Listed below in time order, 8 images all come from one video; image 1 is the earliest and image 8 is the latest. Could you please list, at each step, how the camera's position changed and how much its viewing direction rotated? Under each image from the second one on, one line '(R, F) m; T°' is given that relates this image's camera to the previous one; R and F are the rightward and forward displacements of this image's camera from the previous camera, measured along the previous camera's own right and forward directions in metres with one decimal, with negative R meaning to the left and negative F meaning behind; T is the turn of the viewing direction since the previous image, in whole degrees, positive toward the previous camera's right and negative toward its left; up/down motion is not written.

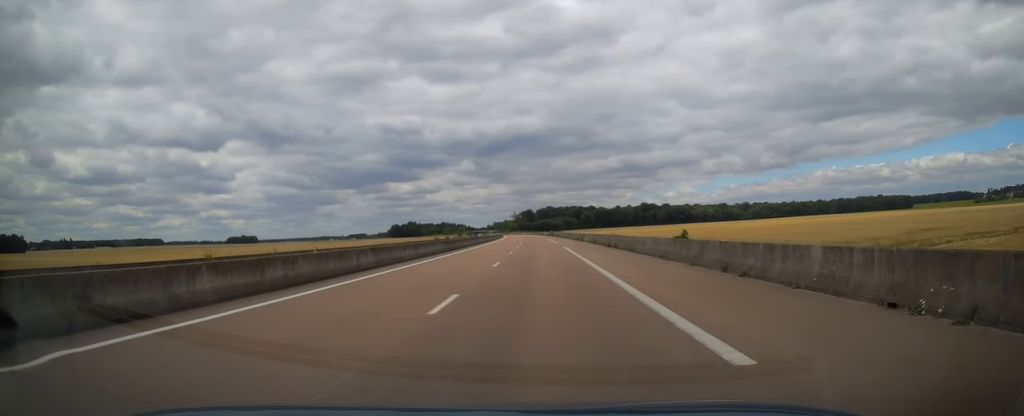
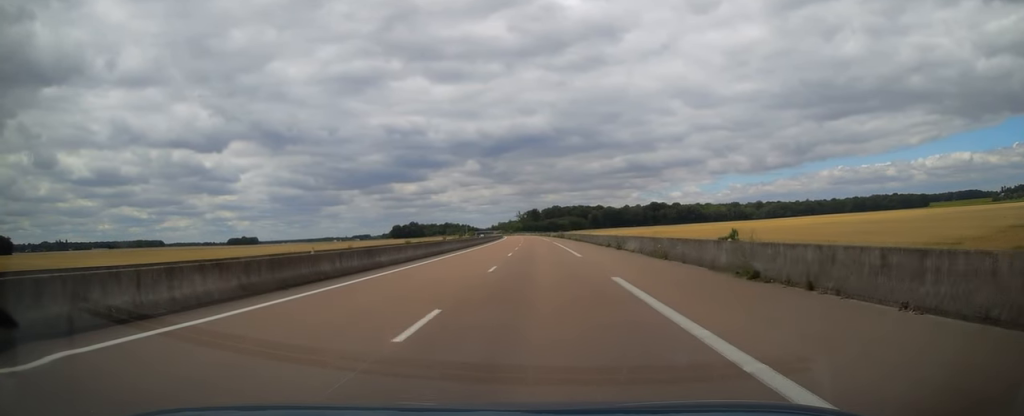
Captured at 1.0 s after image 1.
(-0.4, +28.3) m; -1°
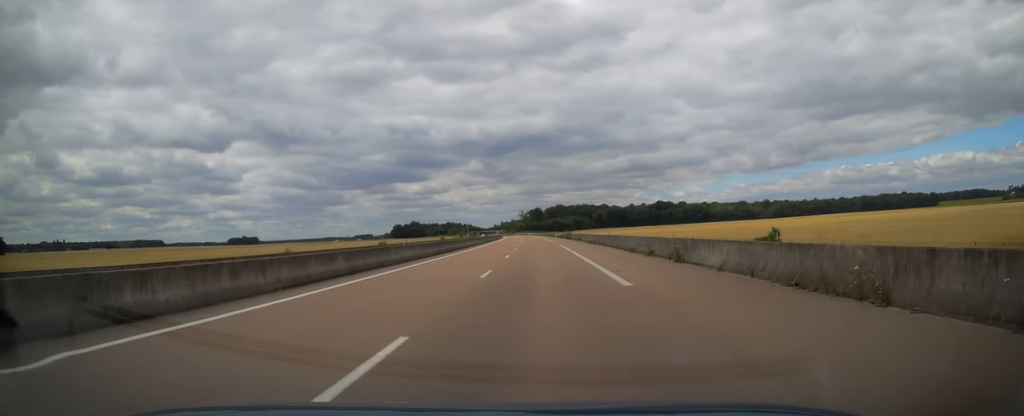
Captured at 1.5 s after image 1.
(0.0, +15.6) m; 0°
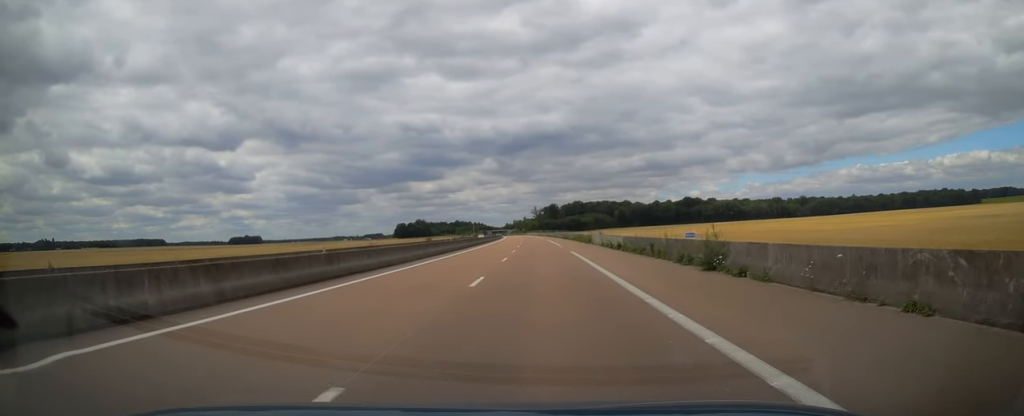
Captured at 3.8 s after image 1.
(-0.9, +67.3) m; -2°
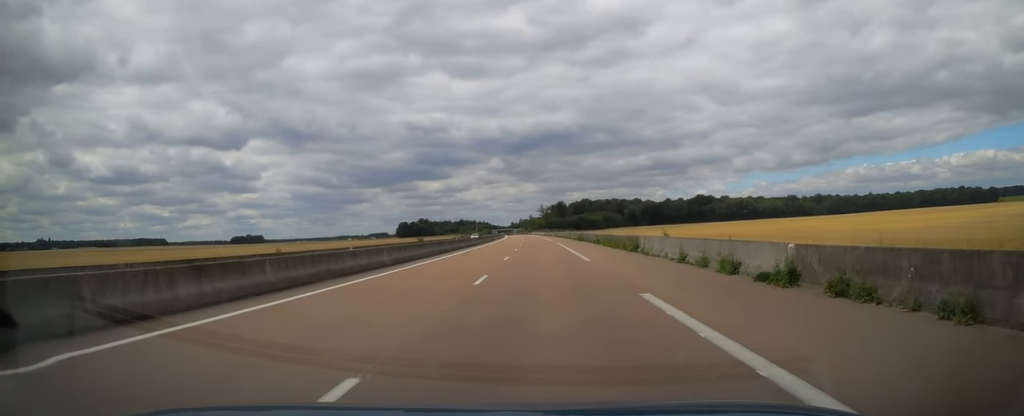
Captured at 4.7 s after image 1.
(0.0, +25.4) m; 0°
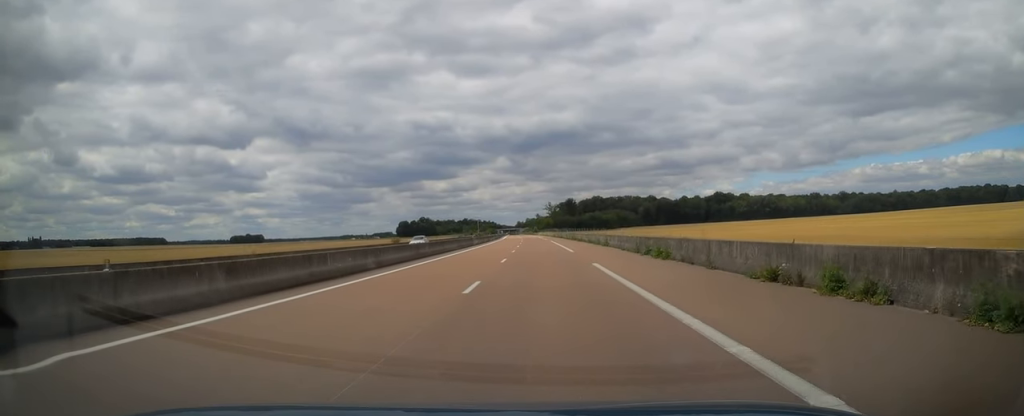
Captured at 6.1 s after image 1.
(-0.2, +41.0) m; -1°
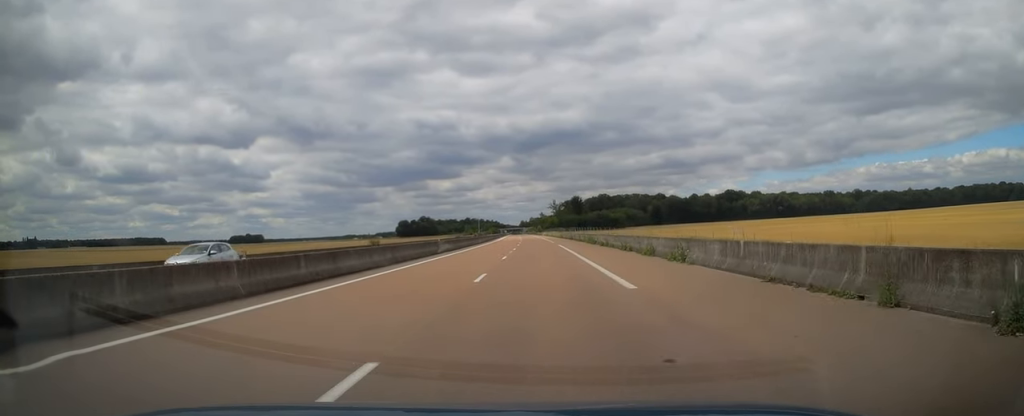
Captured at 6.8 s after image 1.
(-0.3, +23.0) m; -1°
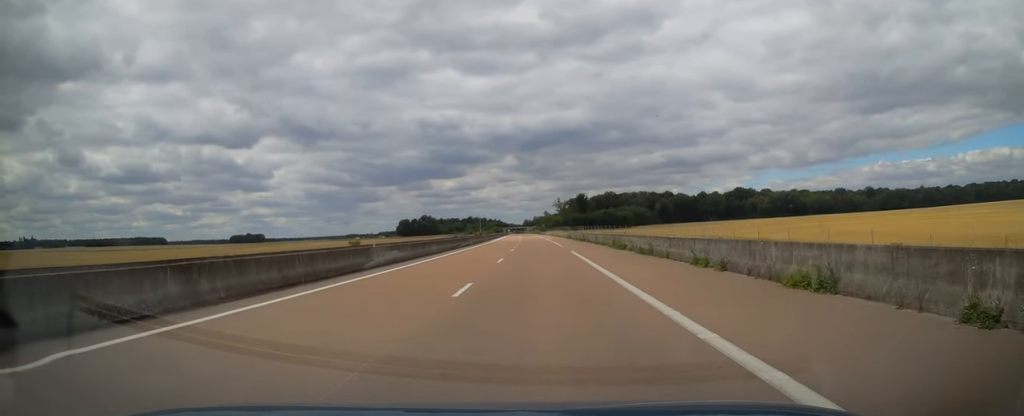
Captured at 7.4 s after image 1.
(0.0, +16.6) m; -1°
